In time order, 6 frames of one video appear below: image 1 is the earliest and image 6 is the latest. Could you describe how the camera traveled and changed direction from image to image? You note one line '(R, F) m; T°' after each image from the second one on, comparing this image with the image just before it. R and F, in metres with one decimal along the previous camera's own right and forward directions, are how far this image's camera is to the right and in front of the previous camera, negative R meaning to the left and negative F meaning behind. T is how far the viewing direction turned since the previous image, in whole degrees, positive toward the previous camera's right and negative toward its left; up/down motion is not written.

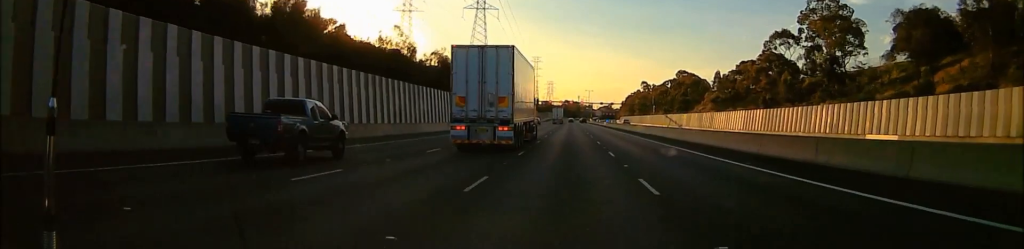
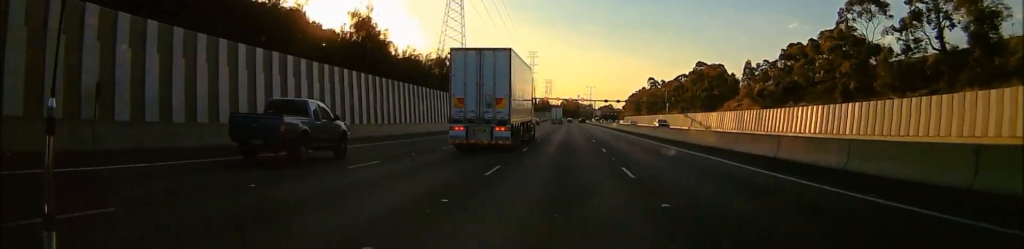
(-0.1, +33.1) m; 0°
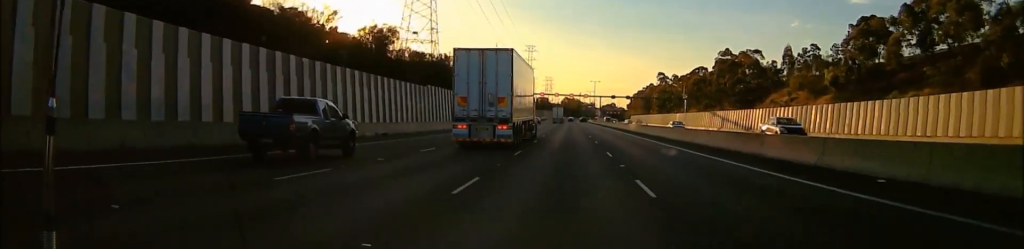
(-0.2, +28.5) m; -2°
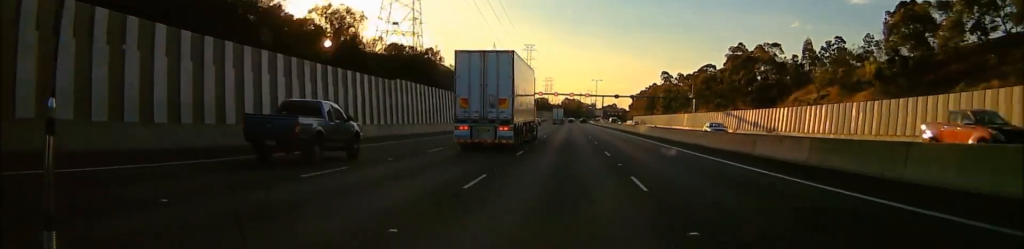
(-0.2, +11.0) m; -1°
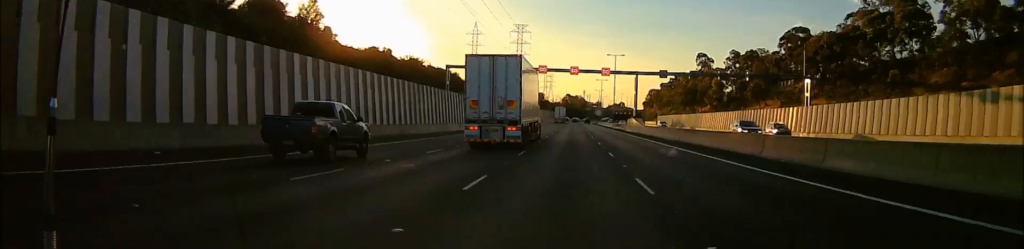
(+1.7, +72.9) m; +3°
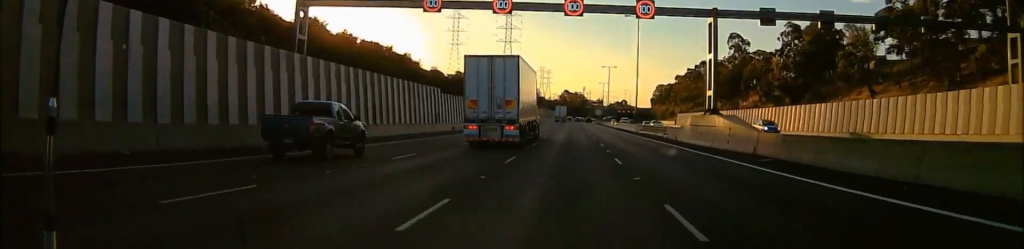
(-1.2, +41.4) m; -3°
